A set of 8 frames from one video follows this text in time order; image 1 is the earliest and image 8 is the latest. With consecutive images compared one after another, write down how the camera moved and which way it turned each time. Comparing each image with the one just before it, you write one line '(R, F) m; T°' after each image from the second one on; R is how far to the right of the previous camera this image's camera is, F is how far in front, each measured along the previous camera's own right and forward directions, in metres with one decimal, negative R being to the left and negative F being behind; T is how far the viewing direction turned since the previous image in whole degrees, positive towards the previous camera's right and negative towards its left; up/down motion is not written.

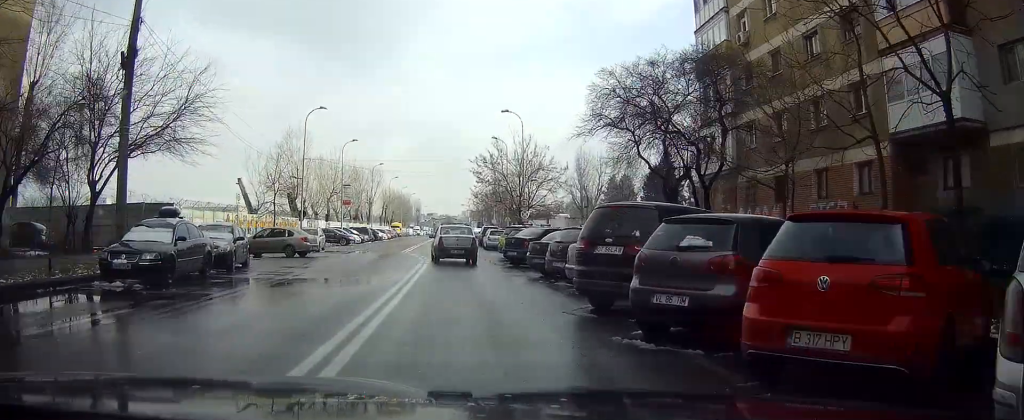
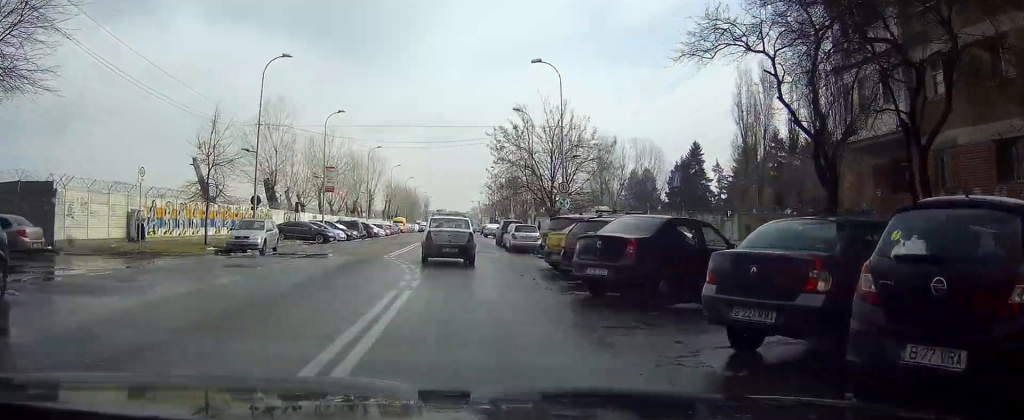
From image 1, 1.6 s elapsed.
(0.0, +14.1) m; -1°
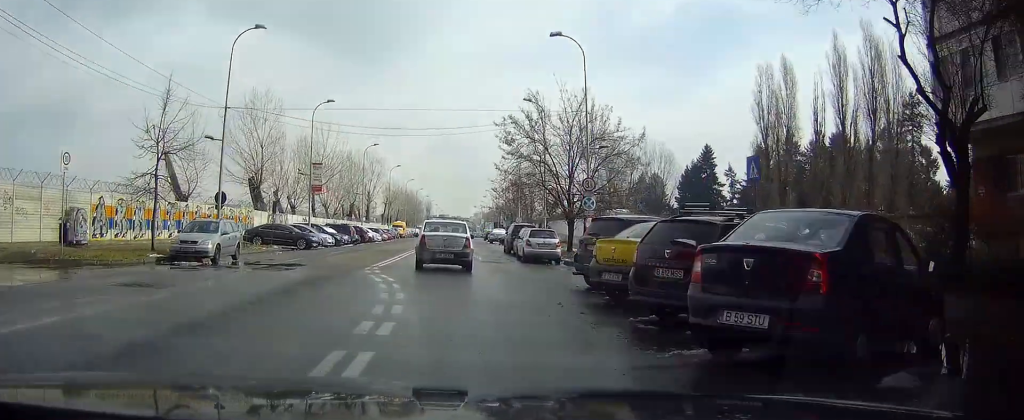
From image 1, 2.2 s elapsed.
(-0.1, +6.2) m; 0°
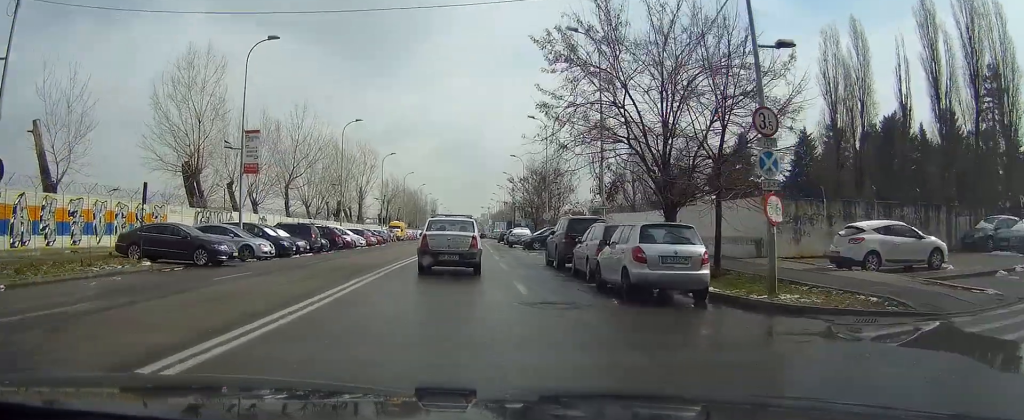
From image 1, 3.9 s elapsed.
(+0.1, +17.6) m; 0°
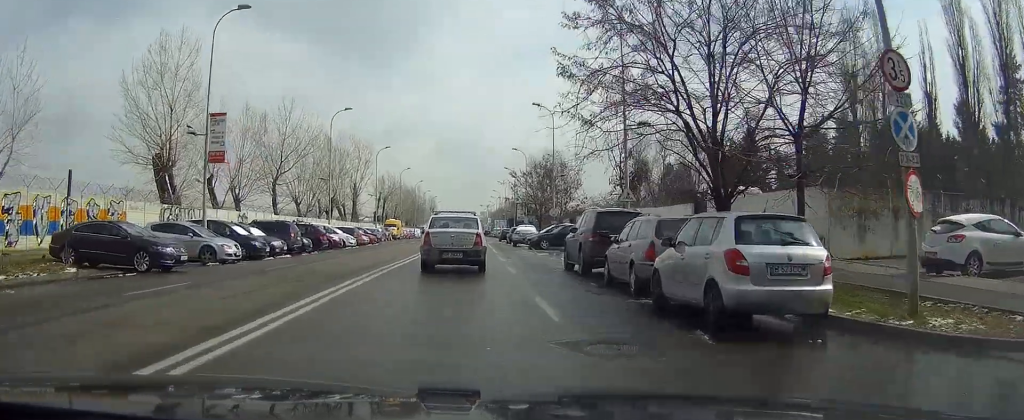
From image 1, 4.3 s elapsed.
(0.0, +4.7) m; 0°
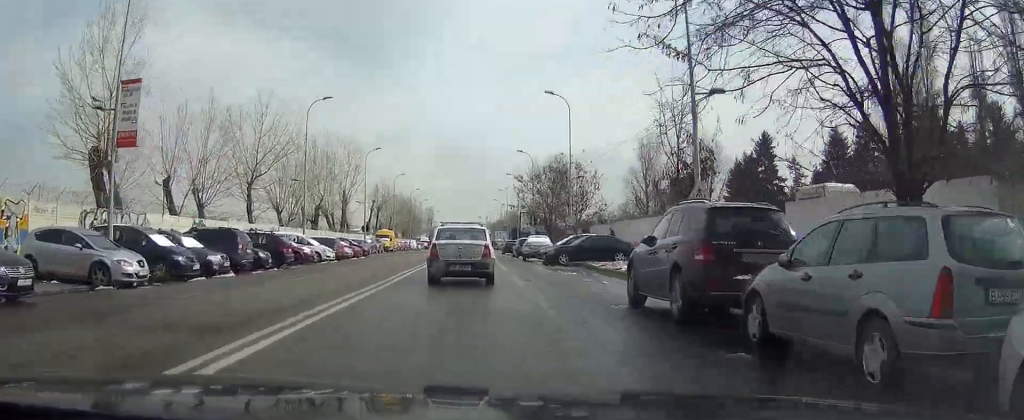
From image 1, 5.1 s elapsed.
(0.0, +8.3) m; 0°
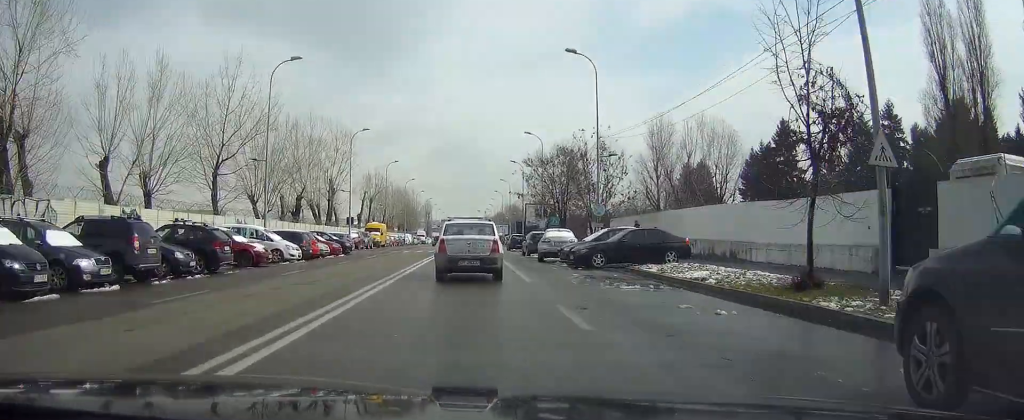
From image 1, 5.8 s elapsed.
(0.0, +8.9) m; +1°
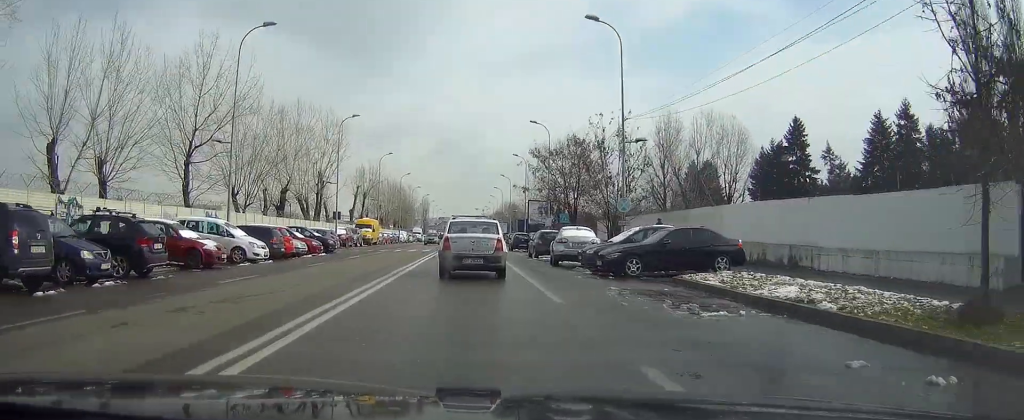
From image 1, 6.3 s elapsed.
(0.0, +5.5) m; +1°
